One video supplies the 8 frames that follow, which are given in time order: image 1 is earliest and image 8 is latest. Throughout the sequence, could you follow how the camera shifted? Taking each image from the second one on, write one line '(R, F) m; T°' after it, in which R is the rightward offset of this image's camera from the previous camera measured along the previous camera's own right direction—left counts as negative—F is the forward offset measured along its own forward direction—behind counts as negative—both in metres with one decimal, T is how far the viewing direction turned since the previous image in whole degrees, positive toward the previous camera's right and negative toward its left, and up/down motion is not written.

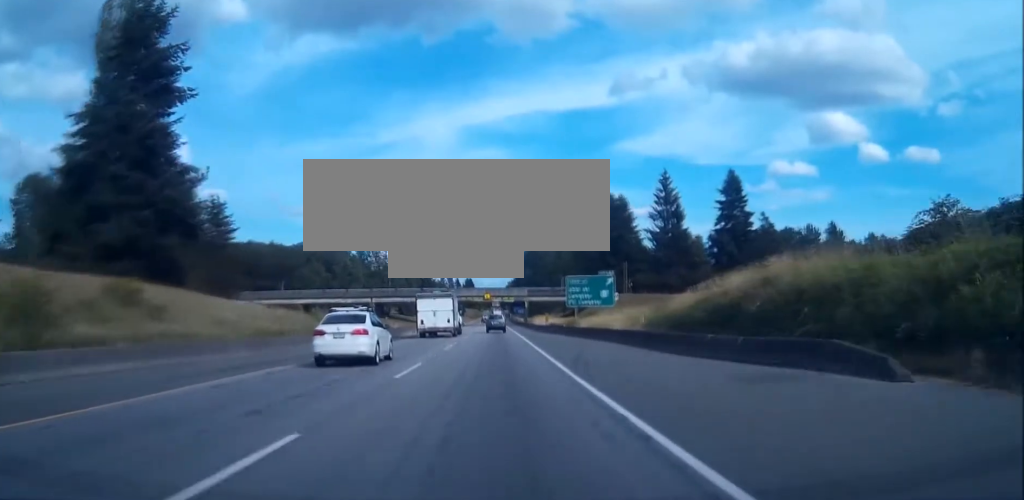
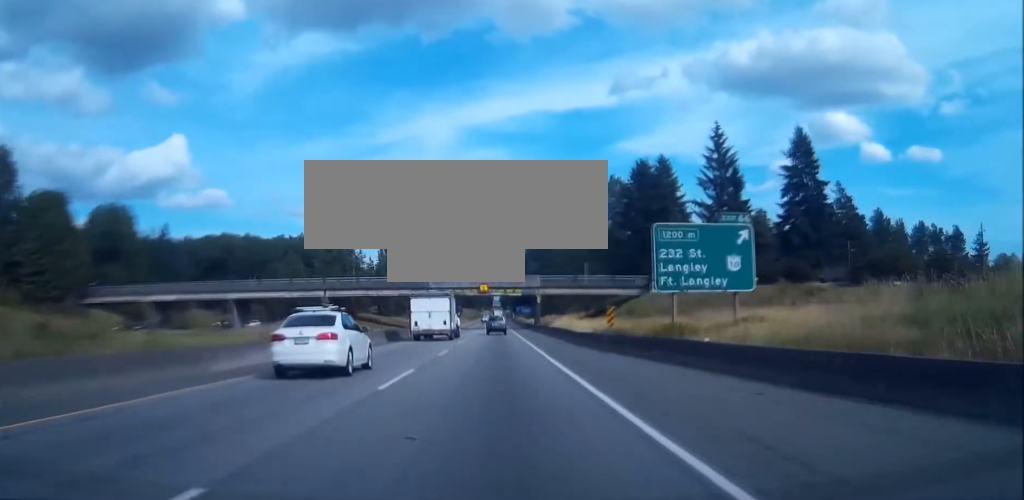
(-0.1, +41.8) m; 0°
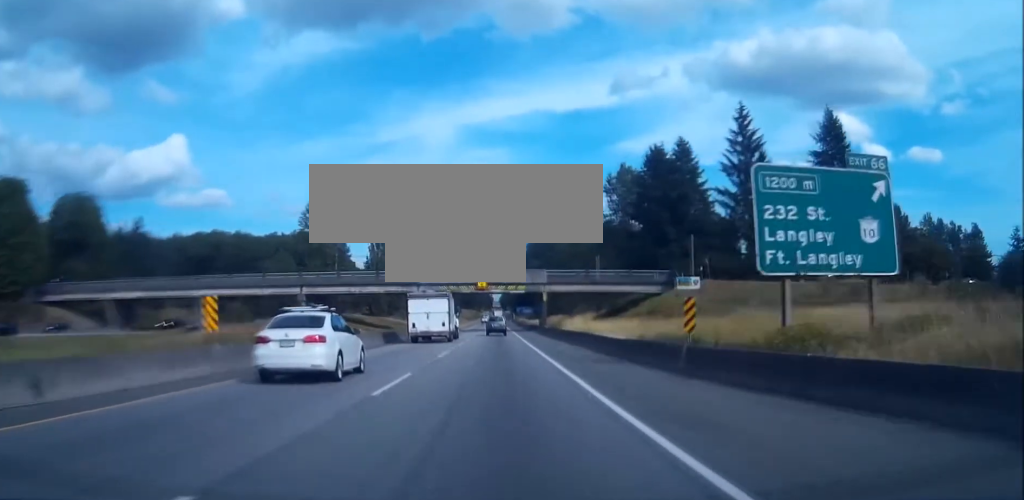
(+0.1, +13.6) m; 0°
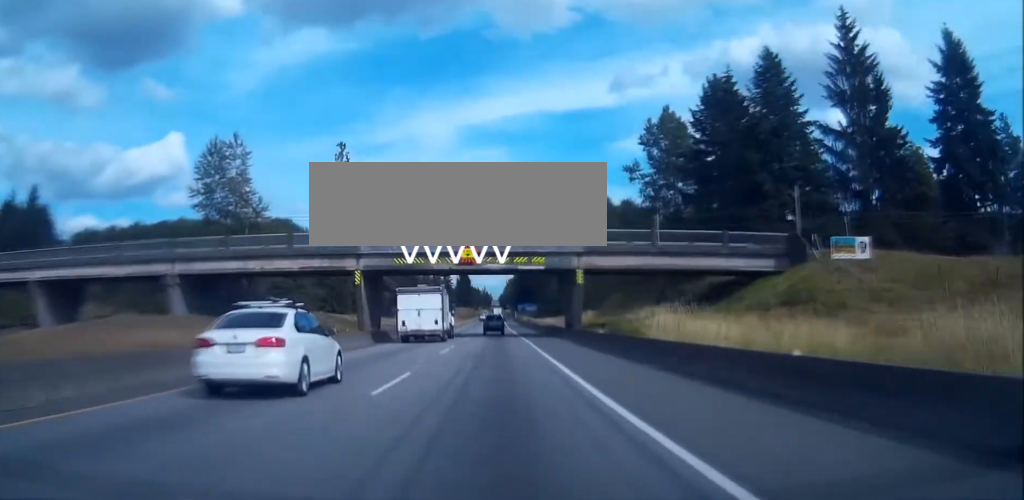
(+0.1, +39.6) m; 0°
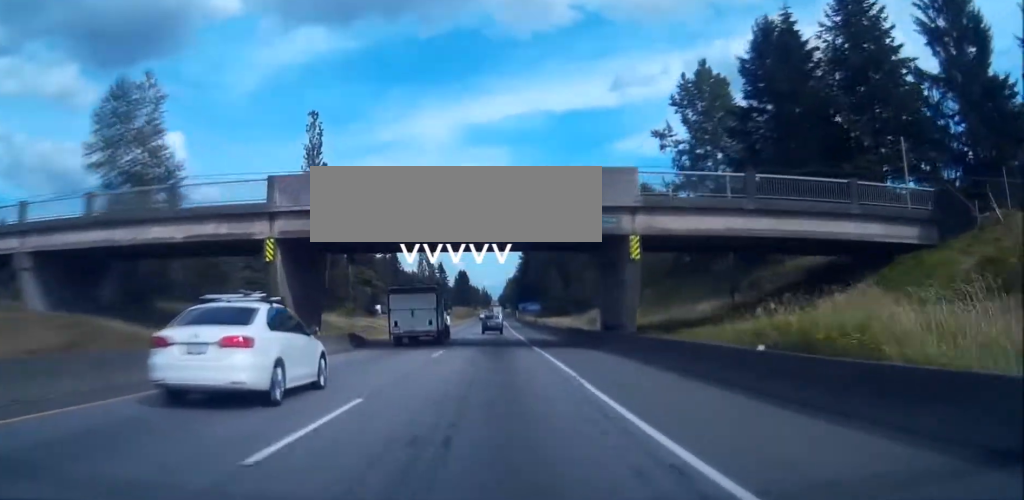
(0.0, +20.7) m; 0°
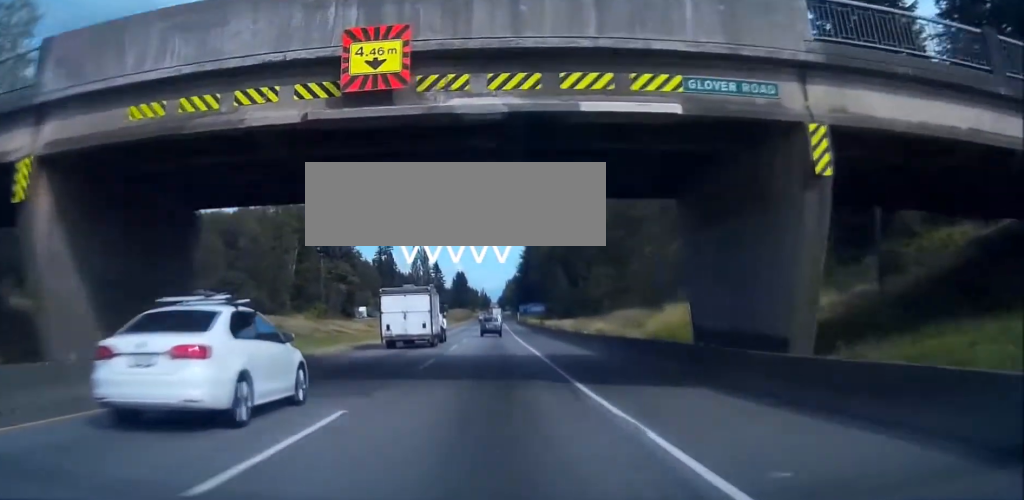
(0.0, +18.6) m; 0°
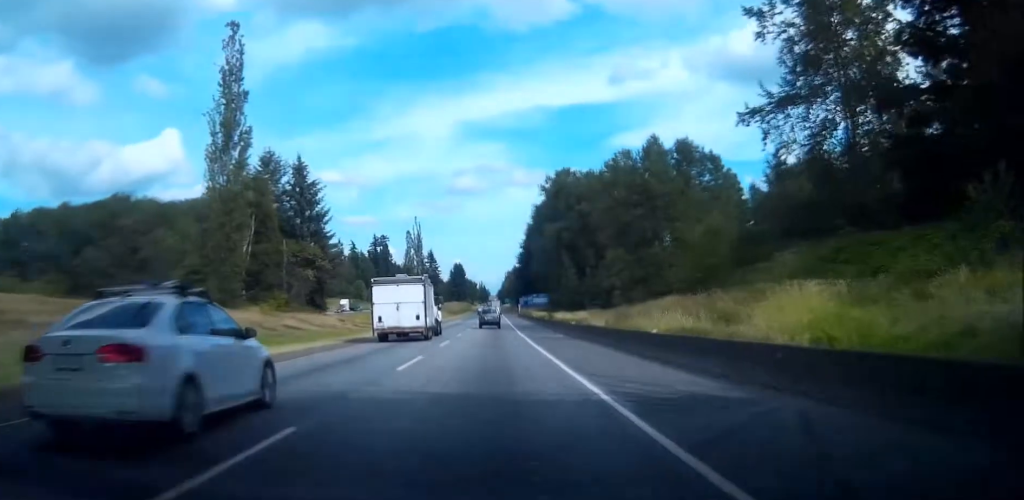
(-0.1, +17.4) m; 0°
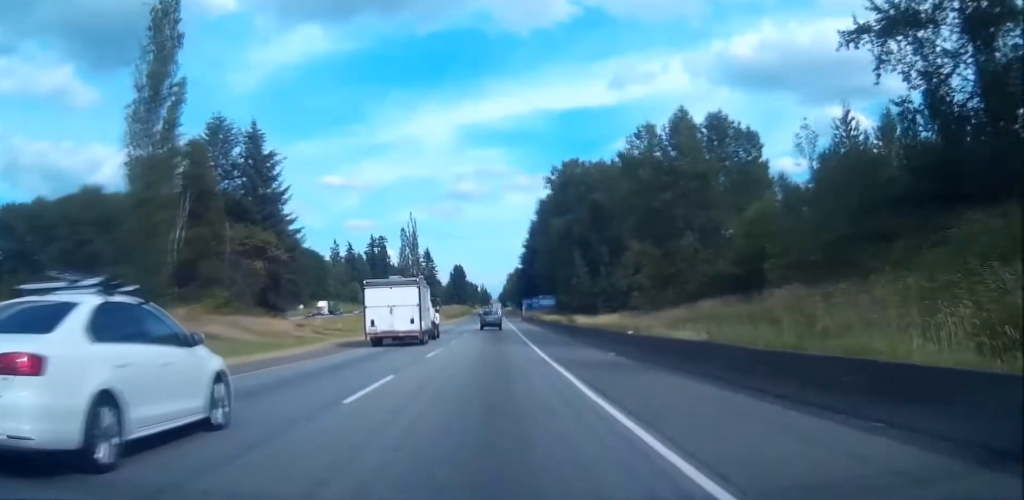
(0.0, +18.3) m; 0°
